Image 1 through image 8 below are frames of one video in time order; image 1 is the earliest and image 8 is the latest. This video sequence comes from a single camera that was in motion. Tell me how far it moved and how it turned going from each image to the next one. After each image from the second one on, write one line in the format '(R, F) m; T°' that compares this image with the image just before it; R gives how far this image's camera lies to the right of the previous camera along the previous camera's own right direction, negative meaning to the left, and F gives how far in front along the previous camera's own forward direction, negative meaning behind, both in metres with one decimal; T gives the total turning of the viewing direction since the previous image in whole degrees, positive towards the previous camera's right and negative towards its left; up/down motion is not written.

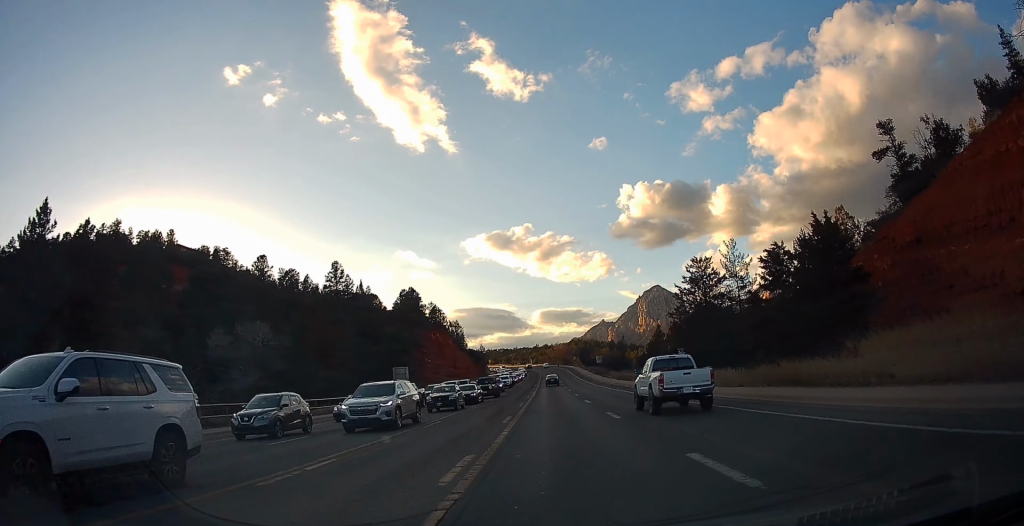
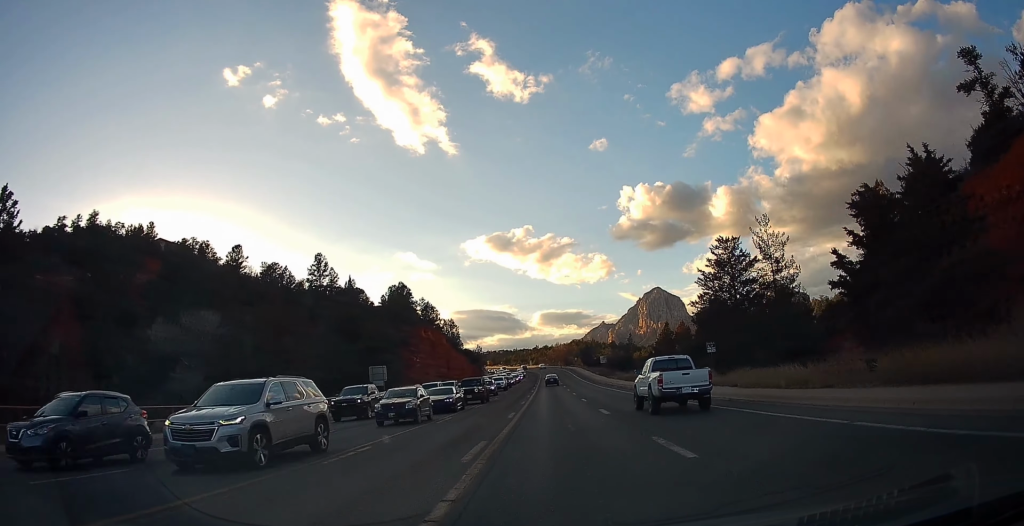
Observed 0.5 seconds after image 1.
(0.0, +9.9) m; 0°
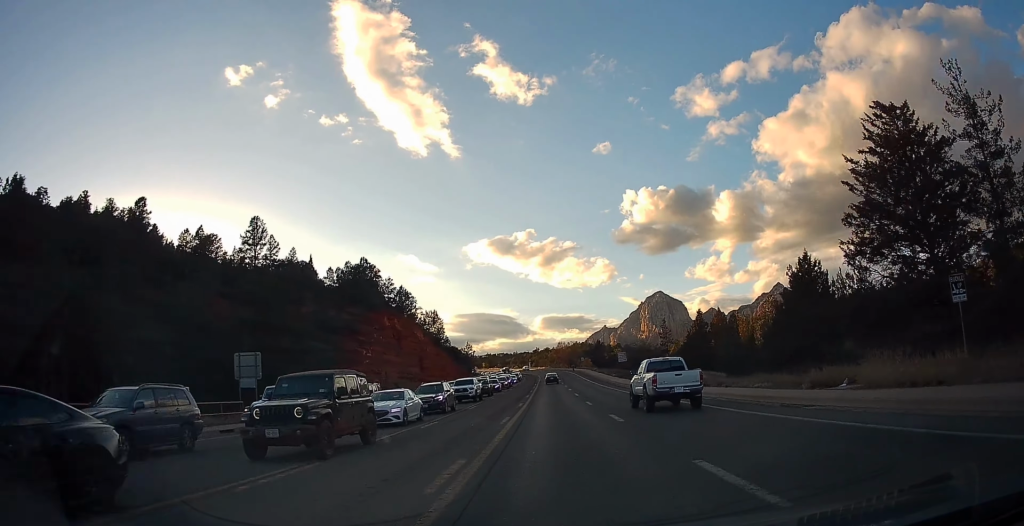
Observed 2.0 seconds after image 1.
(+0.3, +28.4) m; -1°
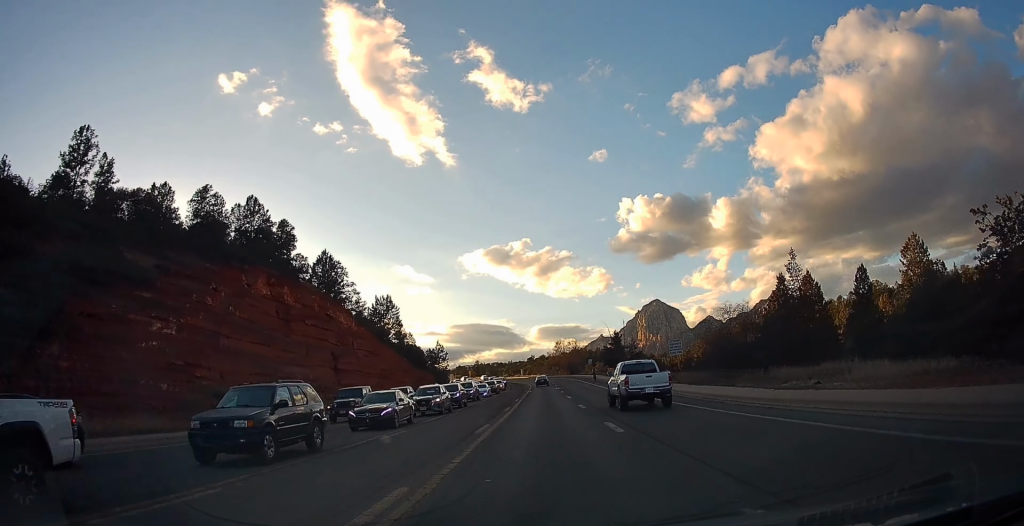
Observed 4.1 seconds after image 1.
(-0.3, +39.7) m; +1°
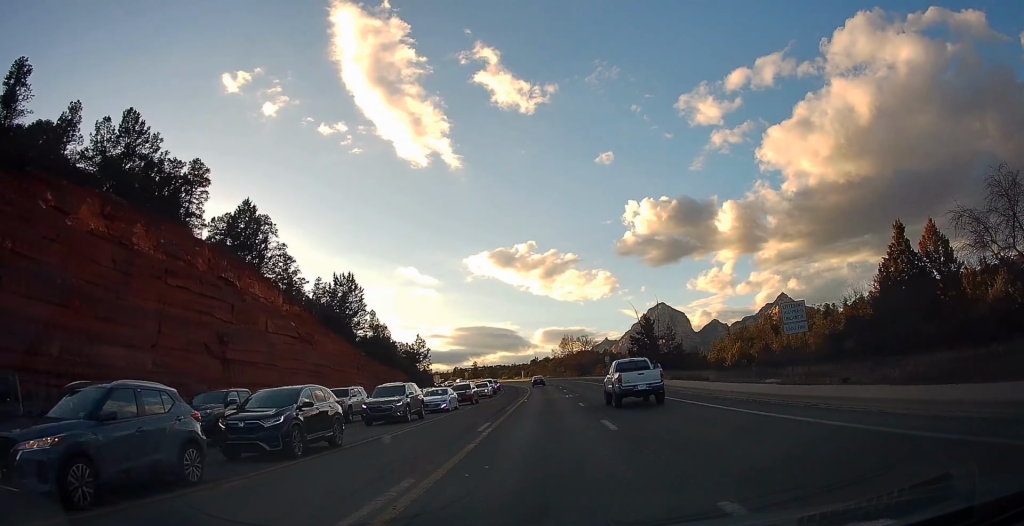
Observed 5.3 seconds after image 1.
(-0.1, +24.1) m; 0°
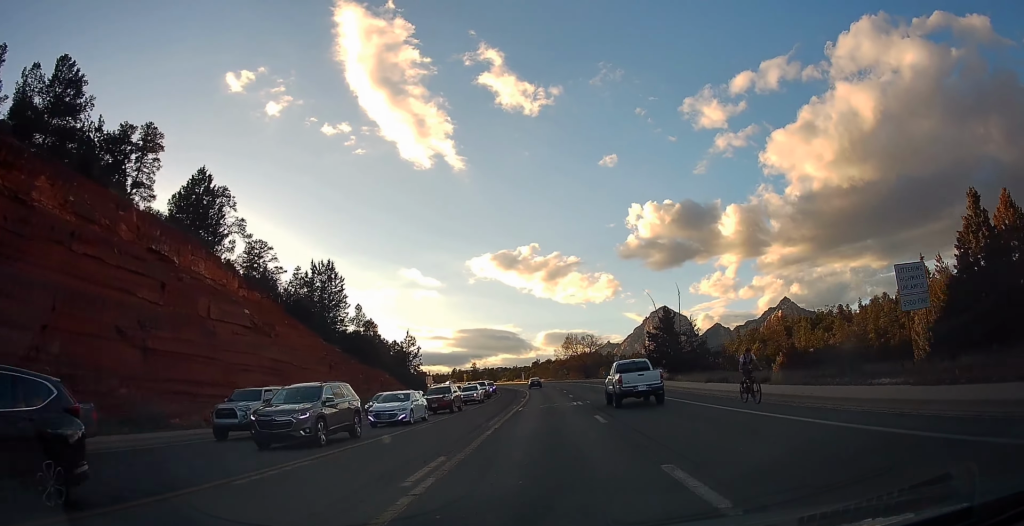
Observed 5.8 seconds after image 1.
(+0.1, +9.5) m; 0°
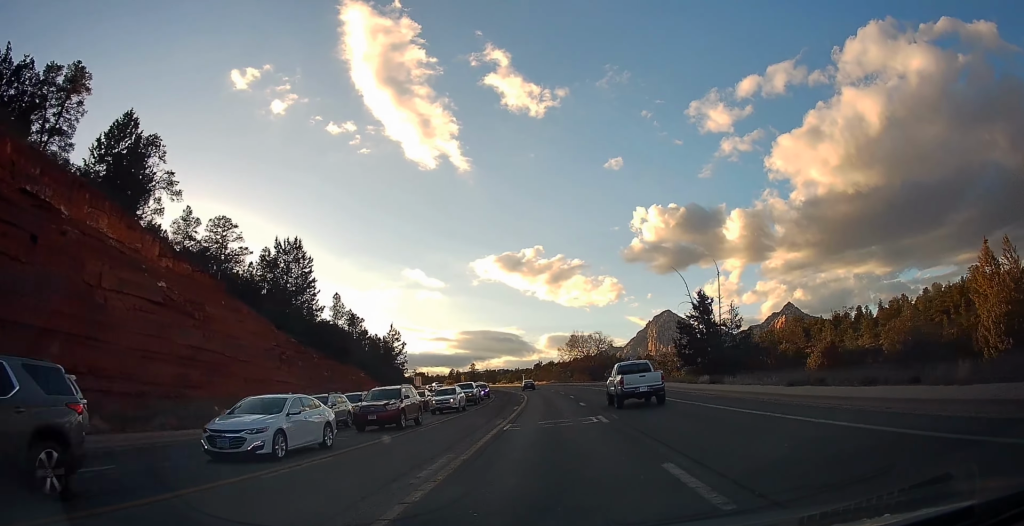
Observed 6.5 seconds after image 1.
(-0.1, +12.0) m; 0°
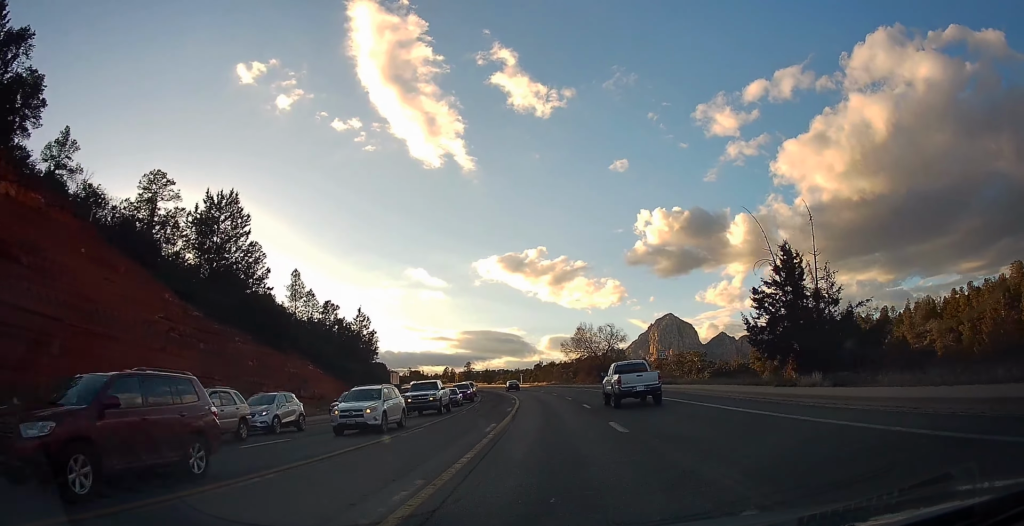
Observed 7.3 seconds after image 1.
(-0.1, +15.8) m; 0°
